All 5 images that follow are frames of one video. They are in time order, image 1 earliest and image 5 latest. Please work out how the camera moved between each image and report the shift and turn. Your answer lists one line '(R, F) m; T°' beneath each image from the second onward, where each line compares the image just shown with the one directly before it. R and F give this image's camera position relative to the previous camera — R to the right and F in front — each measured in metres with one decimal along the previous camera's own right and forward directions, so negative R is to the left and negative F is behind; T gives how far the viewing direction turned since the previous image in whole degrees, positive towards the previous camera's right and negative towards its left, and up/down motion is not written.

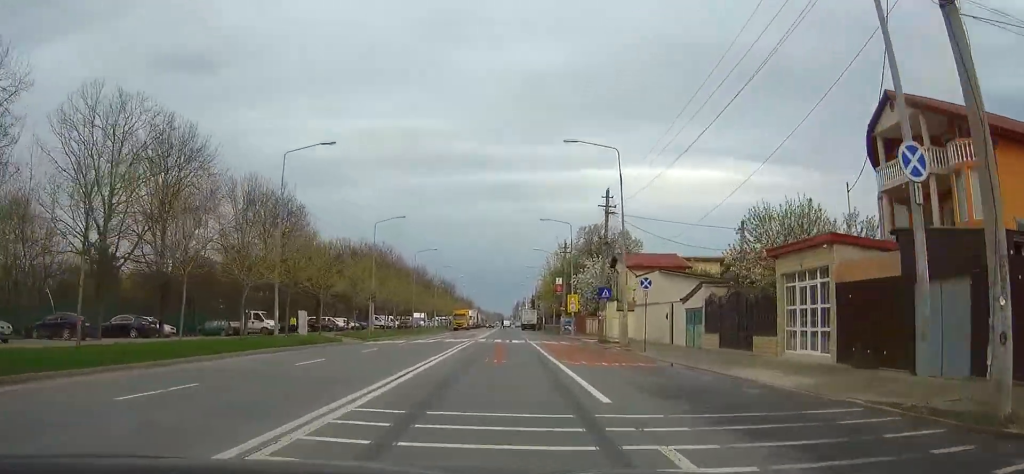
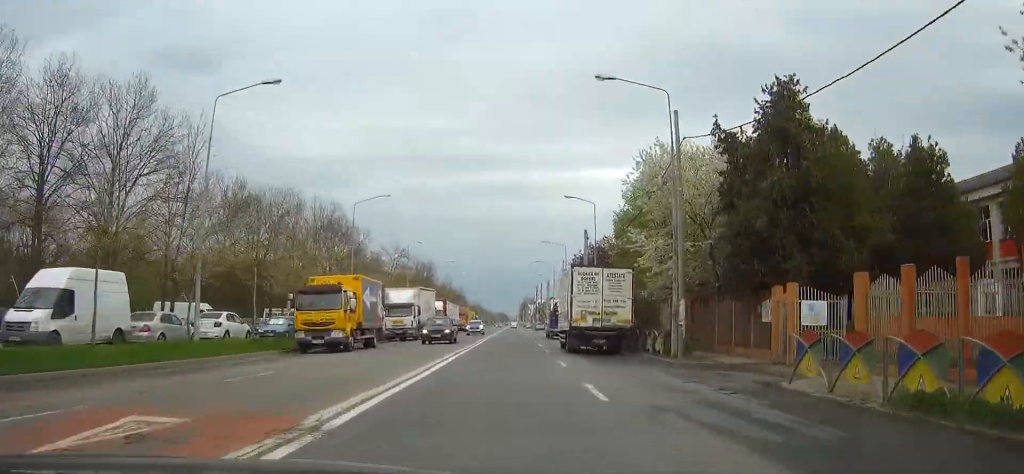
(0.0, +89.0) m; -1°
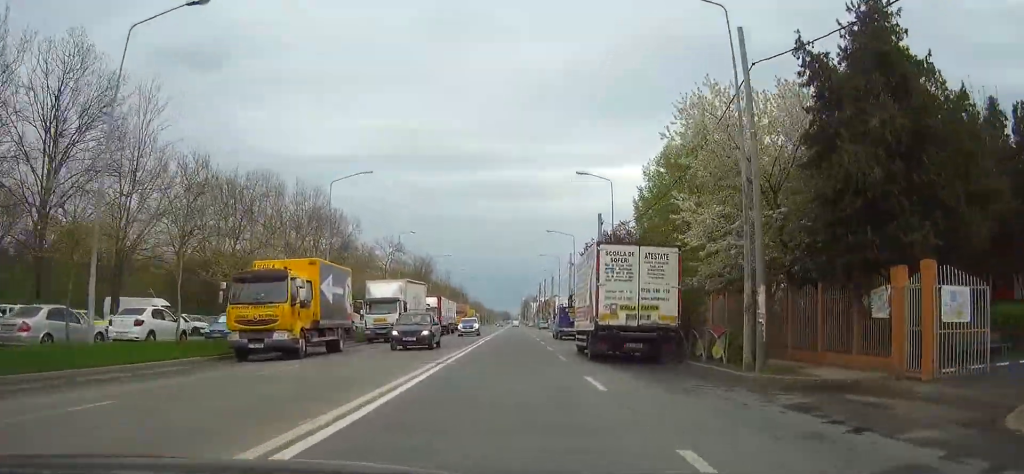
(0.0, +7.6) m; 0°
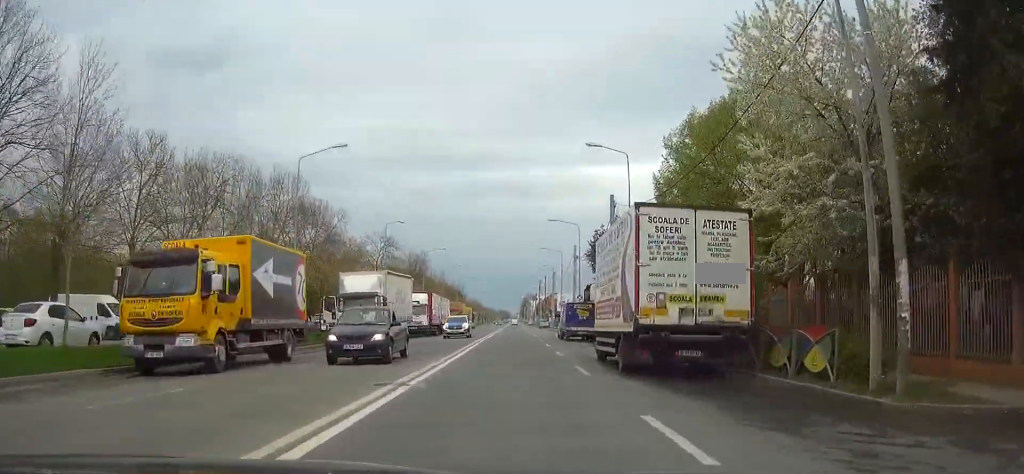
(-0.1, +6.6) m; 0°
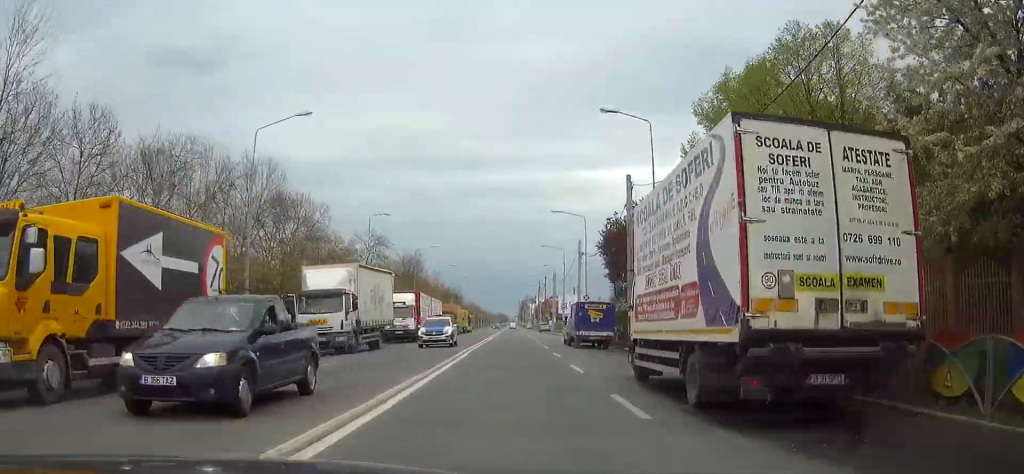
(0.0, +6.7) m; 0°
